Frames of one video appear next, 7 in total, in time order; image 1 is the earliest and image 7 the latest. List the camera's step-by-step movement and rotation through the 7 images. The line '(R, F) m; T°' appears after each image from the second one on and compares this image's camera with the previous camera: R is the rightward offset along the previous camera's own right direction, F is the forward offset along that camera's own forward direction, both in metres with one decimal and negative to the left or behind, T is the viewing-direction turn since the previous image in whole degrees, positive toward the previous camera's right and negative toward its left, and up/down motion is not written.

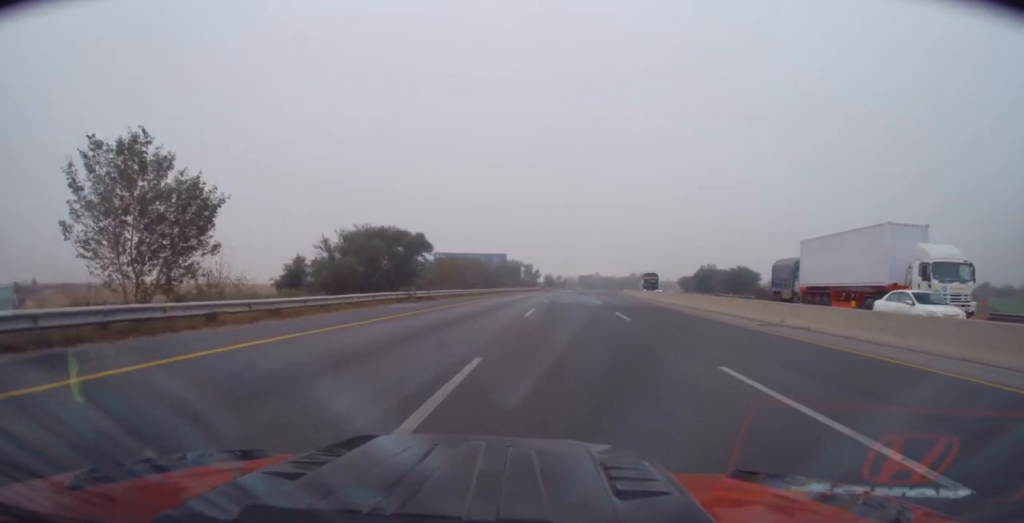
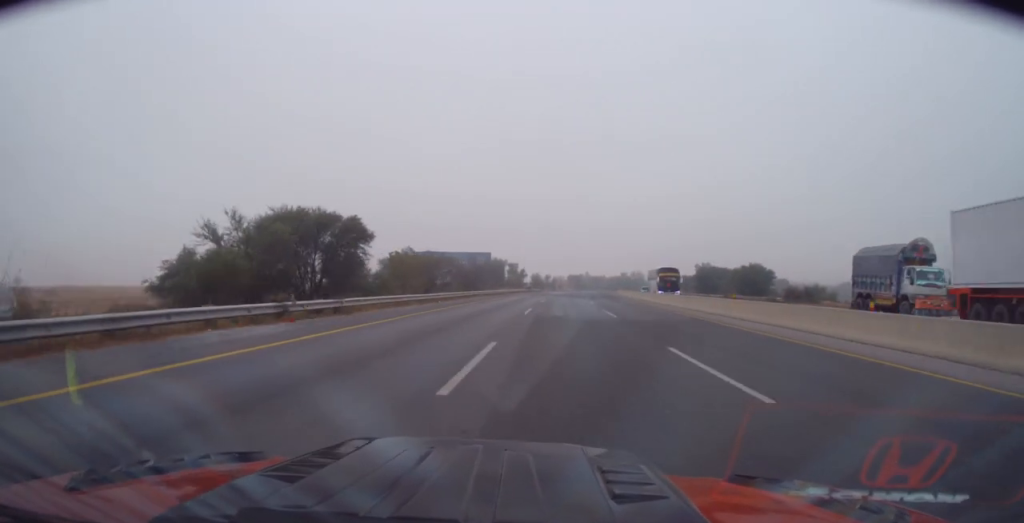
(+0.2, +14.7) m; +1°
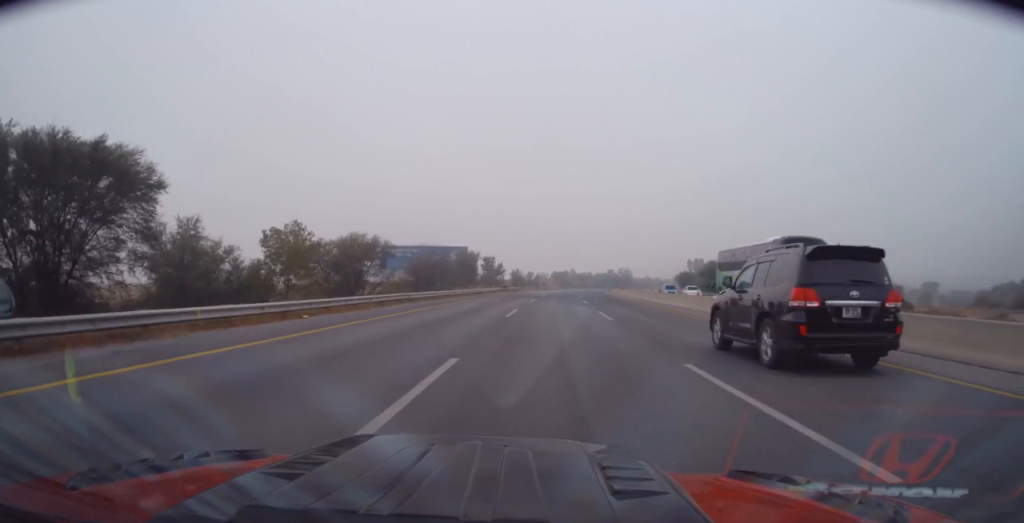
(+0.1, +21.2) m; +1°
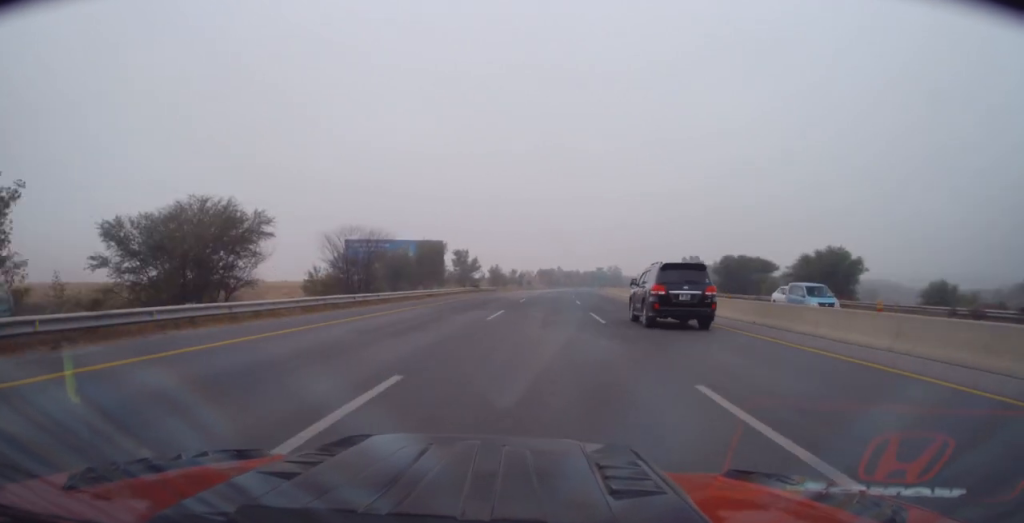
(+0.4, +20.2) m; +1°
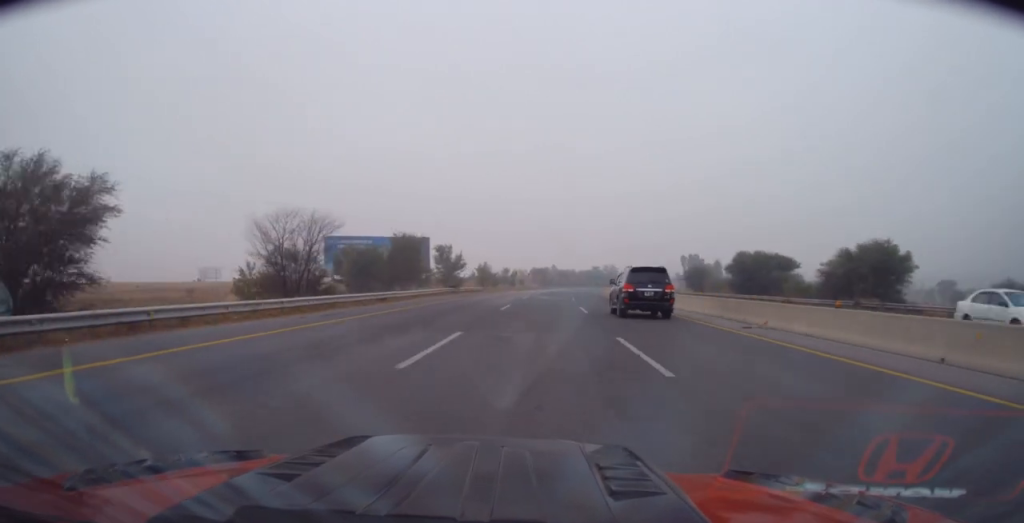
(0.0, +11.4) m; 0°
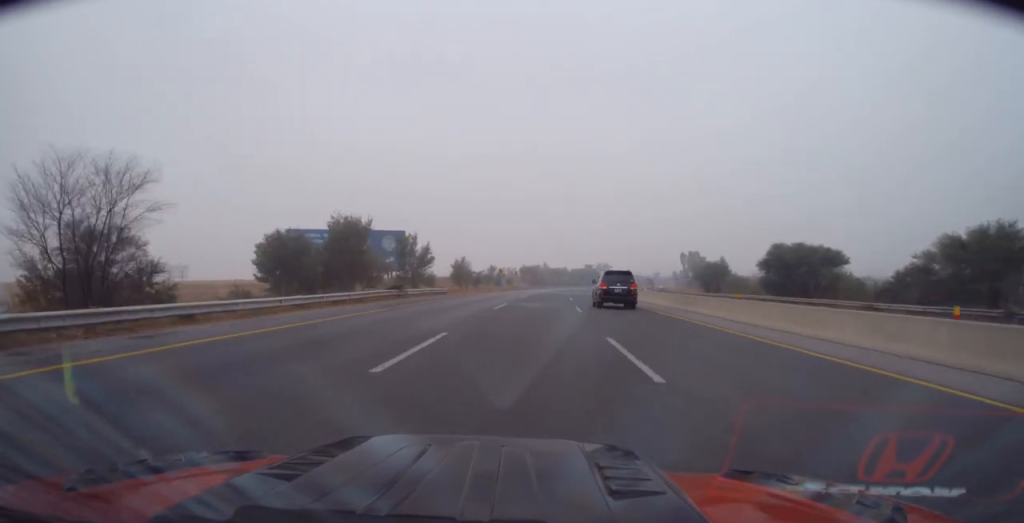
(0.0, +18.6) m; +1°
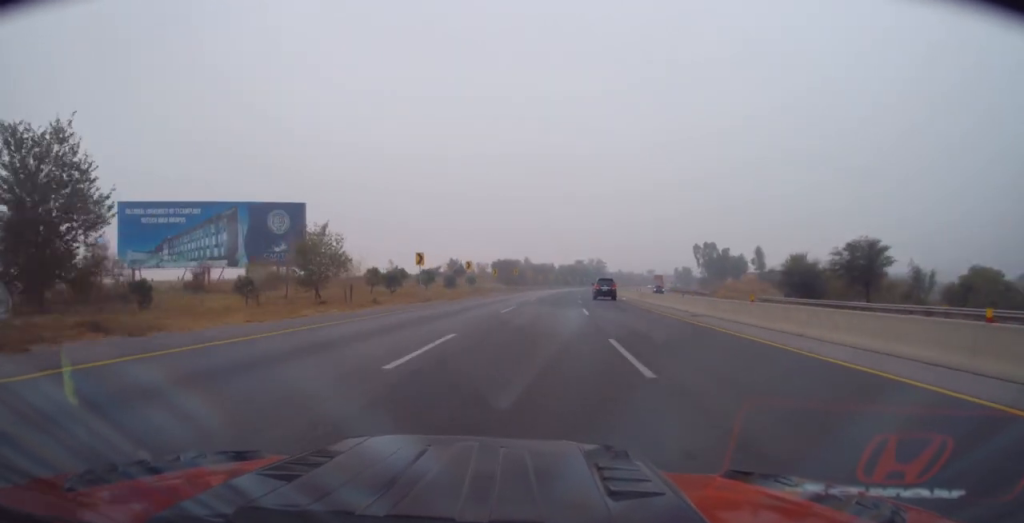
(+1.8, +53.5) m; +3°
